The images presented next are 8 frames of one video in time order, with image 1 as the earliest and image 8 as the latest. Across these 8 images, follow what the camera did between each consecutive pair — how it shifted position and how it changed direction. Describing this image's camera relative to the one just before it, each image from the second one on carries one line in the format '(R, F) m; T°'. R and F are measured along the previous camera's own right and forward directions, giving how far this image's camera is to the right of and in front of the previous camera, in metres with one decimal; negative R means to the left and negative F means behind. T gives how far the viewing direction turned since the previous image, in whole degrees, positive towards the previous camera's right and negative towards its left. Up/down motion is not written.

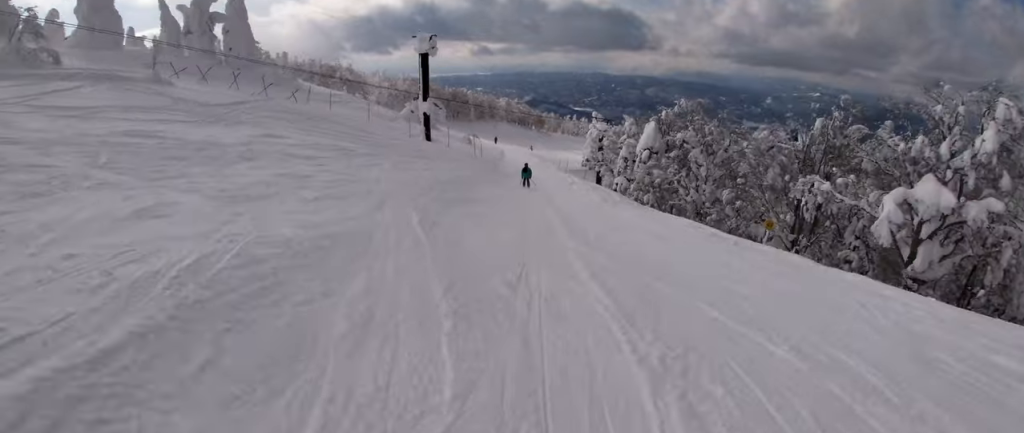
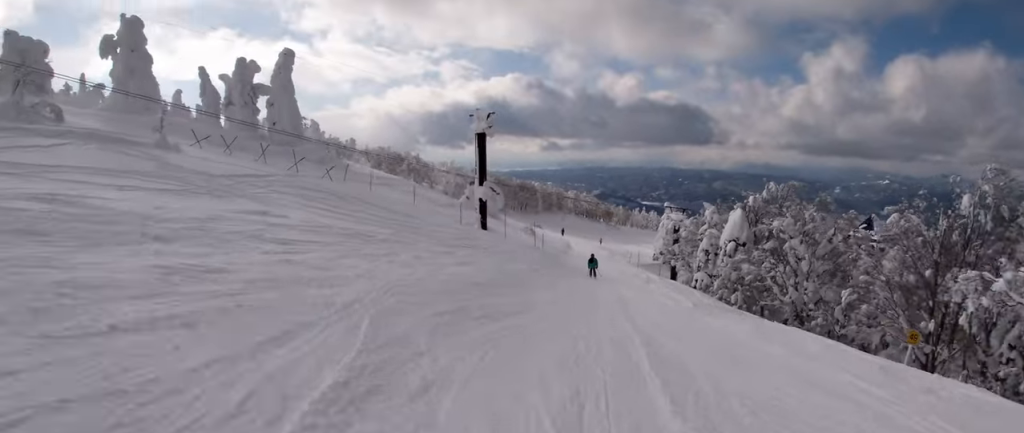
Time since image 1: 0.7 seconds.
(-0.9, +6.4) m; 0°
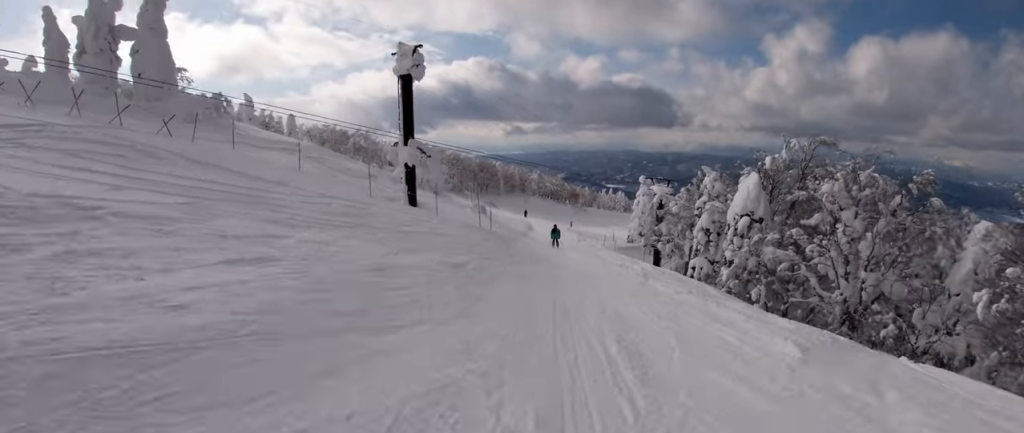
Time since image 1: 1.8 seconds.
(+1.2, +11.0) m; 0°
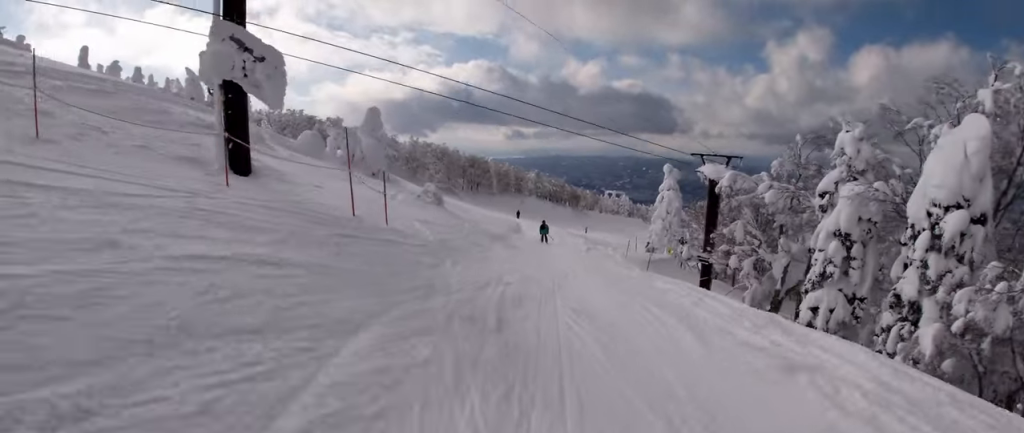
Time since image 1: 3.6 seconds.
(-0.3, +17.8) m; 0°
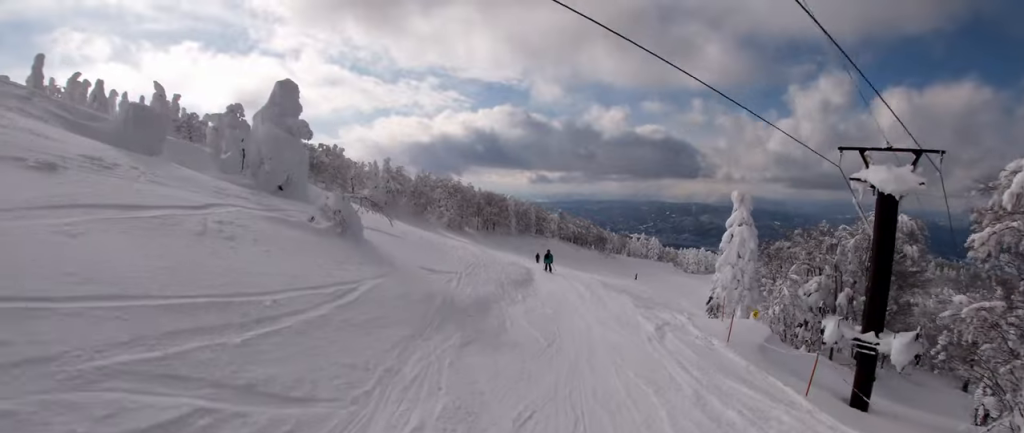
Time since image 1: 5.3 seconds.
(-0.4, +16.2) m; 0°
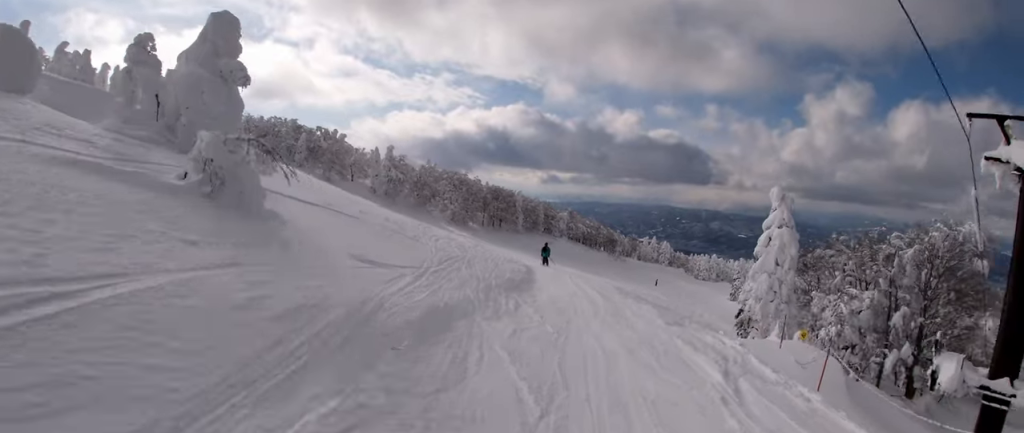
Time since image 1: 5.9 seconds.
(+0.6, +5.9) m; -1°
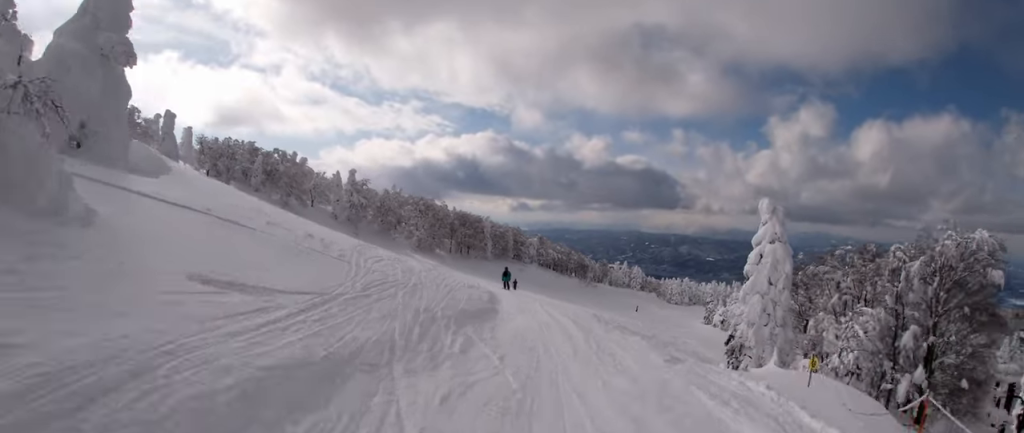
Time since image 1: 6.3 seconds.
(-0.5, +3.9) m; -5°
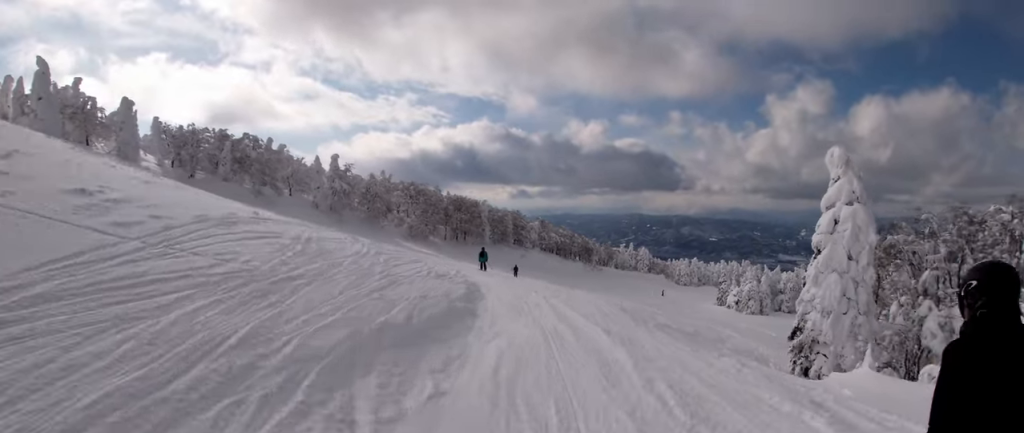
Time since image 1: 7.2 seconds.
(-0.7, +7.8) m; -2°
